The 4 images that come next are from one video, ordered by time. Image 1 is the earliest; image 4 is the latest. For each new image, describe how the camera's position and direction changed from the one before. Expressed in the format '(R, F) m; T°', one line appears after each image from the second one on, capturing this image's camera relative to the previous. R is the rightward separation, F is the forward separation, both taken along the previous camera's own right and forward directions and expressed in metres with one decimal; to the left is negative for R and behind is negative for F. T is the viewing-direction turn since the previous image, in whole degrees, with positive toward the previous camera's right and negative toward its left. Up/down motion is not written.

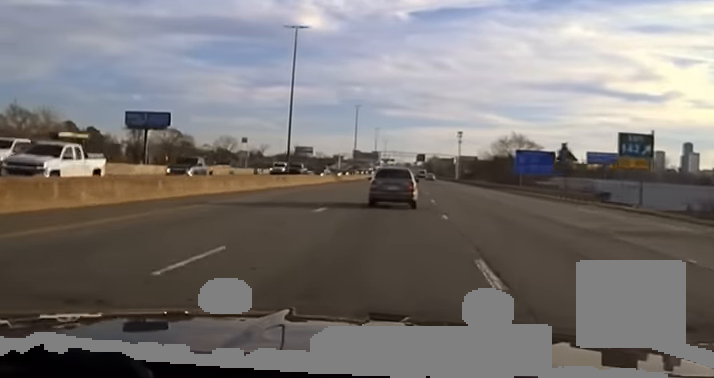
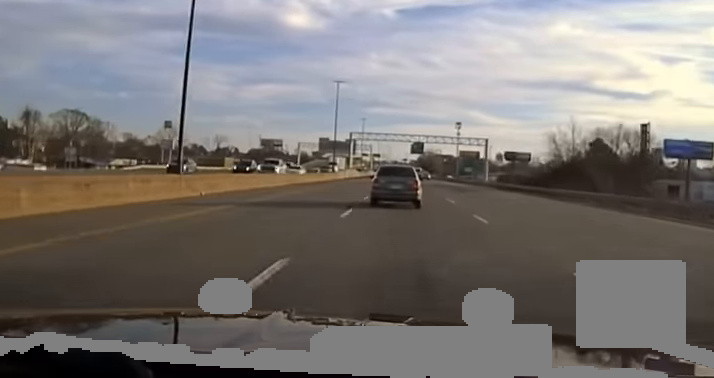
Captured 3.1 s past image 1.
(+0.1, +102.3) m; +1°
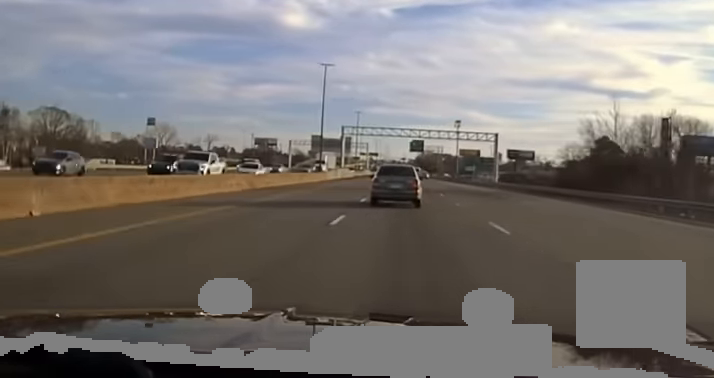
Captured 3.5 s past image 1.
(+0.2, +16.8) m; 0°
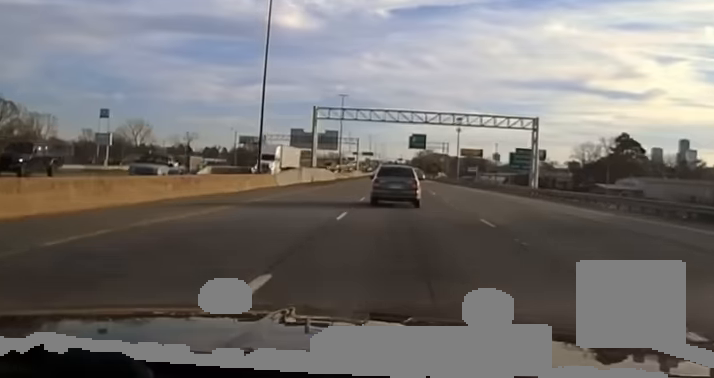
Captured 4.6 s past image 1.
(+0.2, +40.5) m; 0°
